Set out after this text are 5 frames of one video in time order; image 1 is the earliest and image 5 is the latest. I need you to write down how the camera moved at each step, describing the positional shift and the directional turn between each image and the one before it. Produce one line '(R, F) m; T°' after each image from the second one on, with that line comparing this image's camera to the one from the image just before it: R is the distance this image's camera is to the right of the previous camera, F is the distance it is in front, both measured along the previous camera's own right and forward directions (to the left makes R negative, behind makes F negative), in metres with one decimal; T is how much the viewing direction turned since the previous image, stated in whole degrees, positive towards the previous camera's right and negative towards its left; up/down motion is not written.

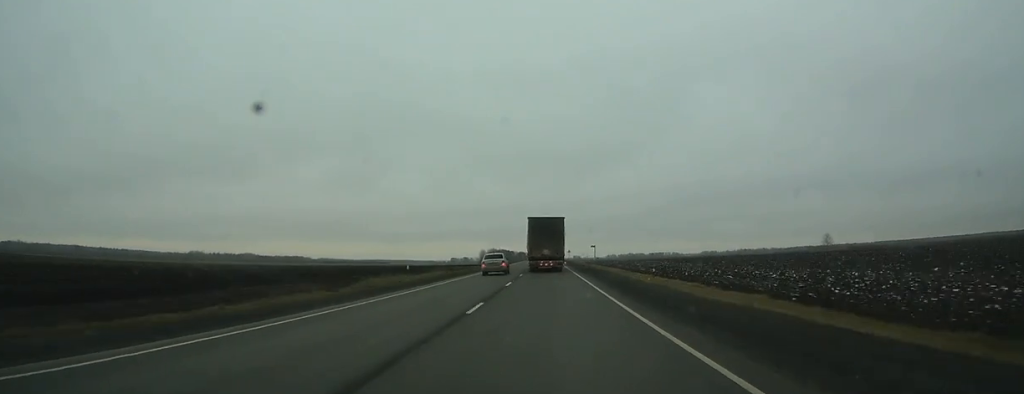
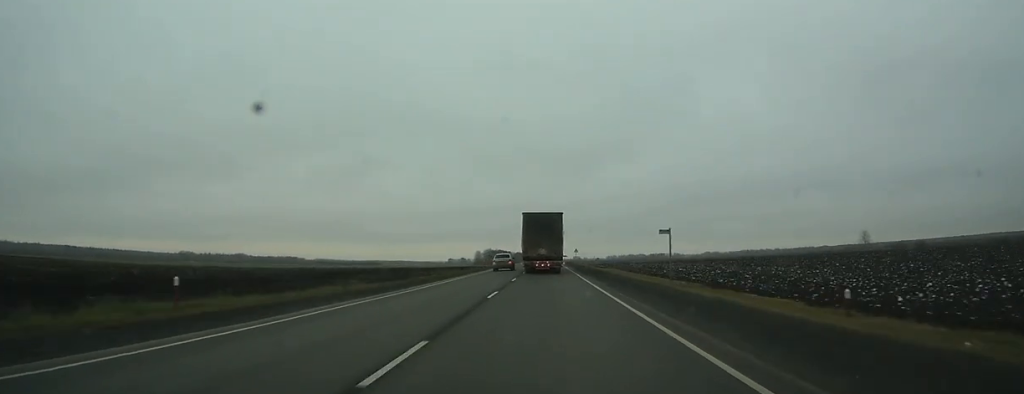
(+0.1, +42.8) m; 0°
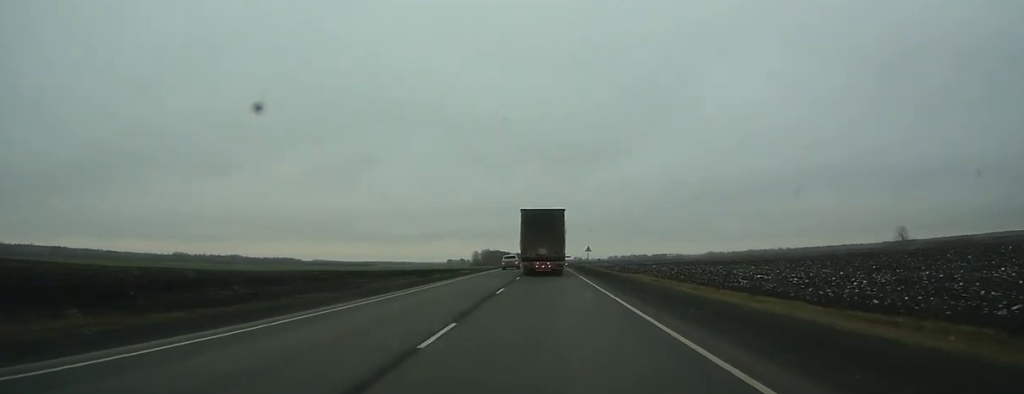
(+0.1, +33.3) m; 0°
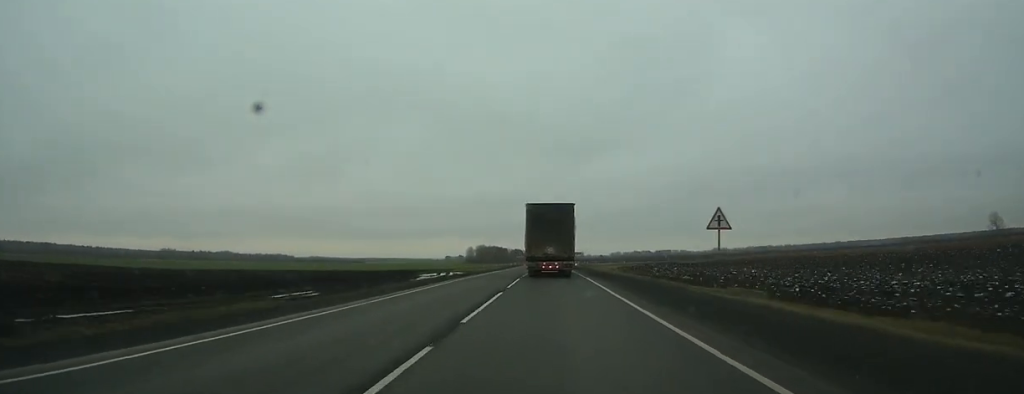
(+0.2, +64.0) m; 0°
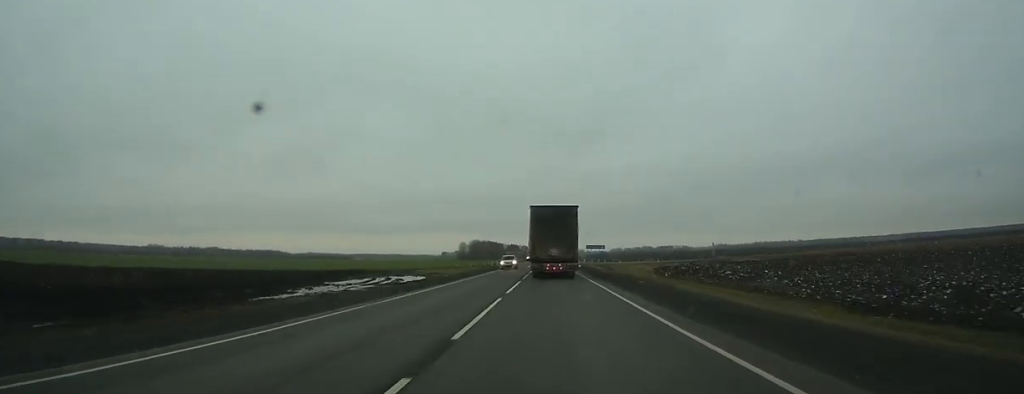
(+0.1, +51.6) m; 0°
